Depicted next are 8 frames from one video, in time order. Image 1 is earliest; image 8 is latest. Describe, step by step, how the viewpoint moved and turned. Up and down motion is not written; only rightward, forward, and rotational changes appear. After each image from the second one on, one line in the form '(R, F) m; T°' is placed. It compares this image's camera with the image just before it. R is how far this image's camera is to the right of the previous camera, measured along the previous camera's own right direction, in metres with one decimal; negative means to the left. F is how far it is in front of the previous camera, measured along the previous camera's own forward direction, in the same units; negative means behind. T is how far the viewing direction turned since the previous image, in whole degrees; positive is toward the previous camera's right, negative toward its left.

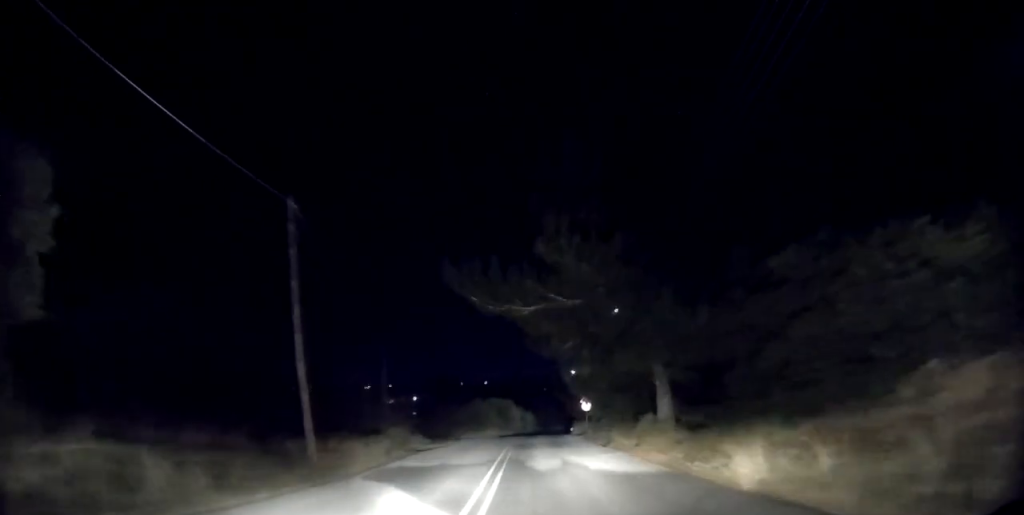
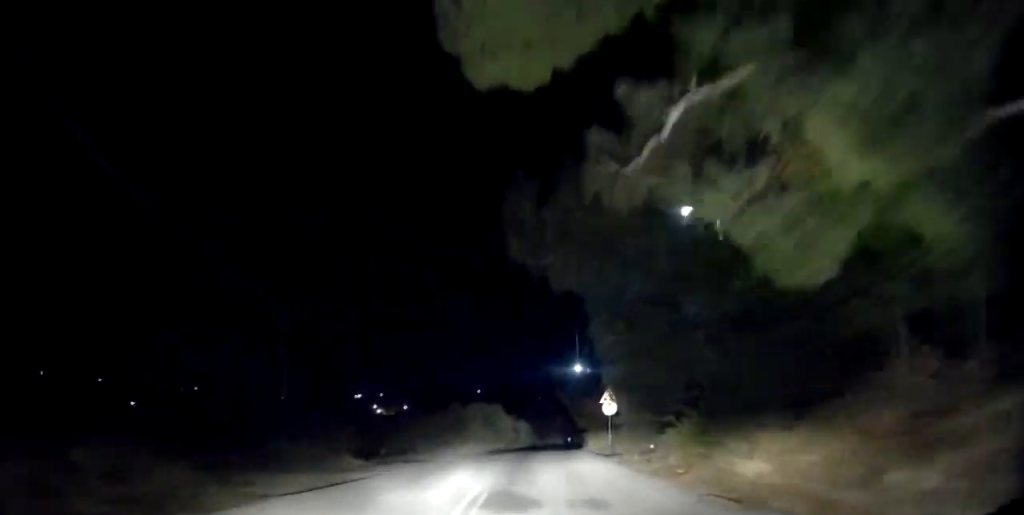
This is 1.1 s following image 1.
(+0.3, +14.4) m; +1°
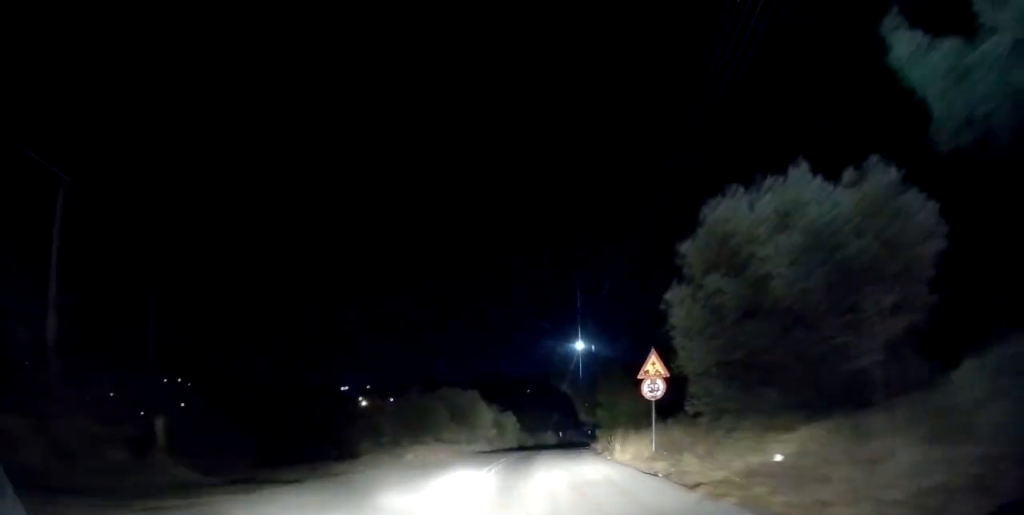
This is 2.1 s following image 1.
(-0.1, +11.6) m; +1°
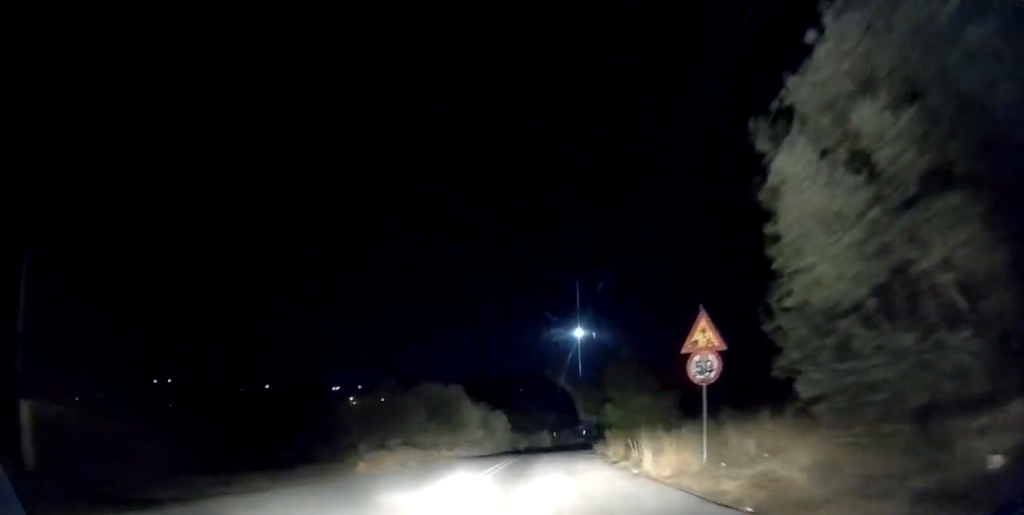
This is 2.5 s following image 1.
(-0.1, +5.3) m; +1°
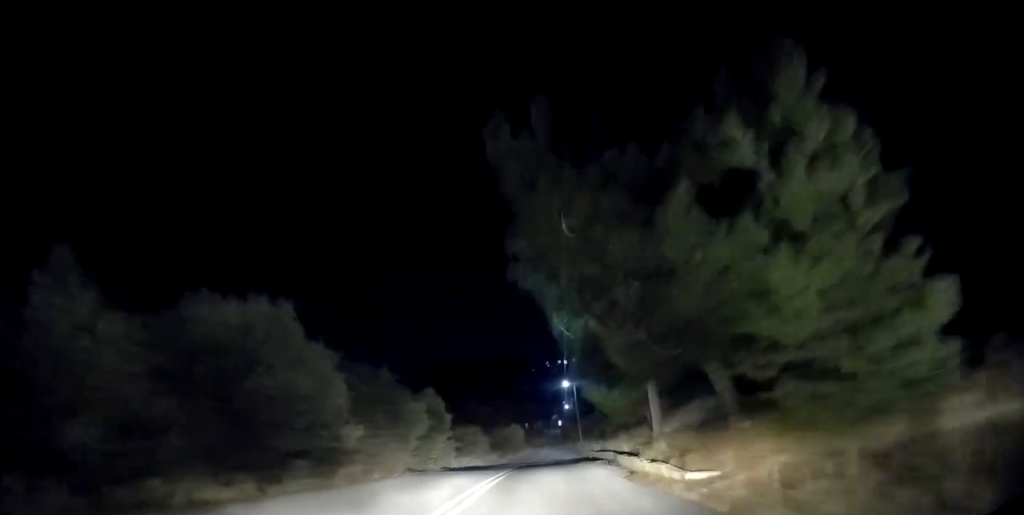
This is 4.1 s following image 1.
(+0.6, +19.3) m; +3°
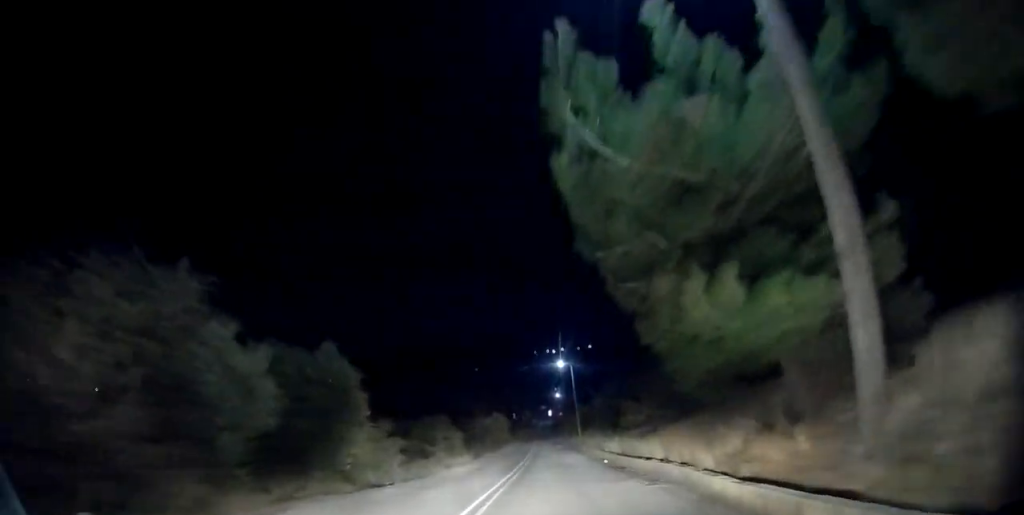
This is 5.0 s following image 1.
(+0.2, +10.8) m; +1°
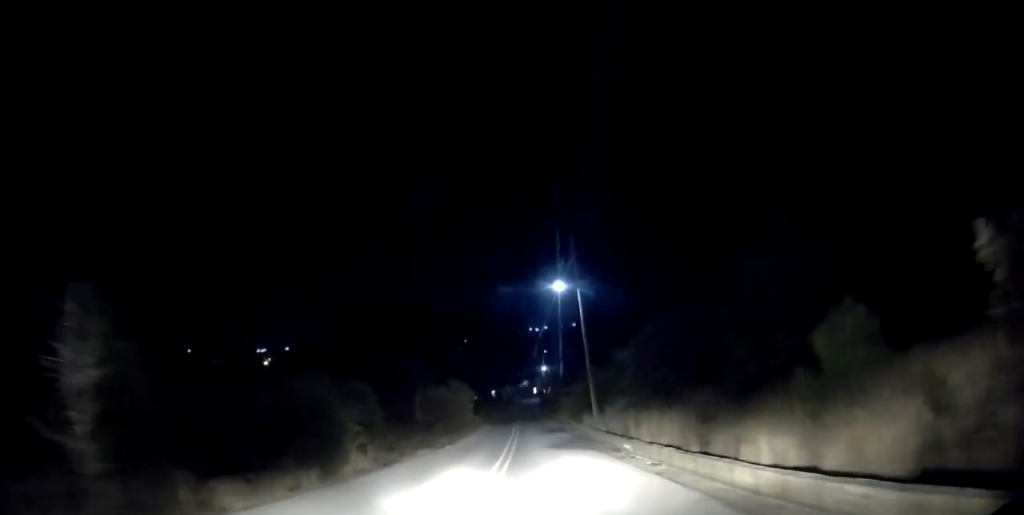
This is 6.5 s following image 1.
(0.0, +19.6) m; +1°
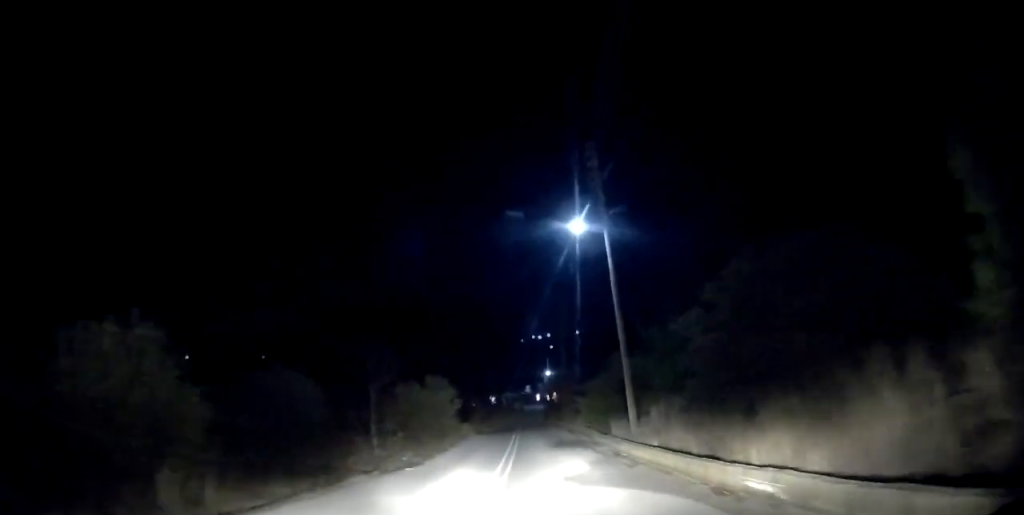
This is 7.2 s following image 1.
(+0.4, +8.9) m; -1°
